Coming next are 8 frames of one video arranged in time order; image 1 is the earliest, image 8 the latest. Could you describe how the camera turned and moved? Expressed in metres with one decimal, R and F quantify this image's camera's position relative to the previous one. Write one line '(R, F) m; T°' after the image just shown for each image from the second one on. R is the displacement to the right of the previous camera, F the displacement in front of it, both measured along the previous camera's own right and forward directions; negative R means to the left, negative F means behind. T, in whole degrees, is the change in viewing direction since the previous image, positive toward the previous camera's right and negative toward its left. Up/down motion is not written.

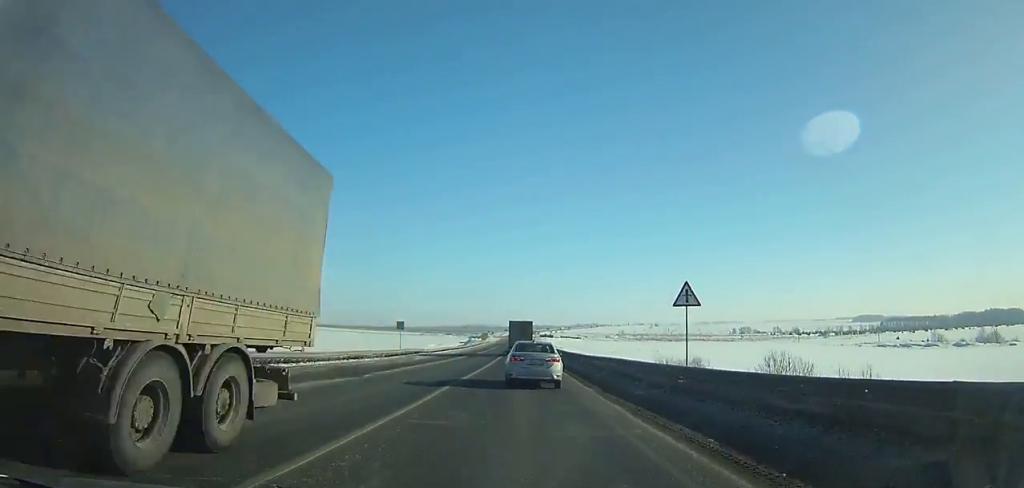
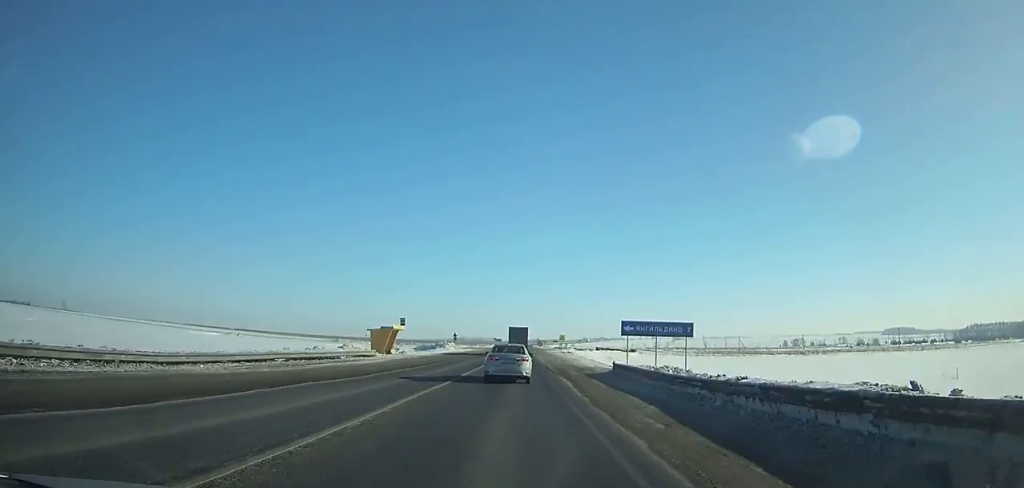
(+0.4, +177.7) m; 0°
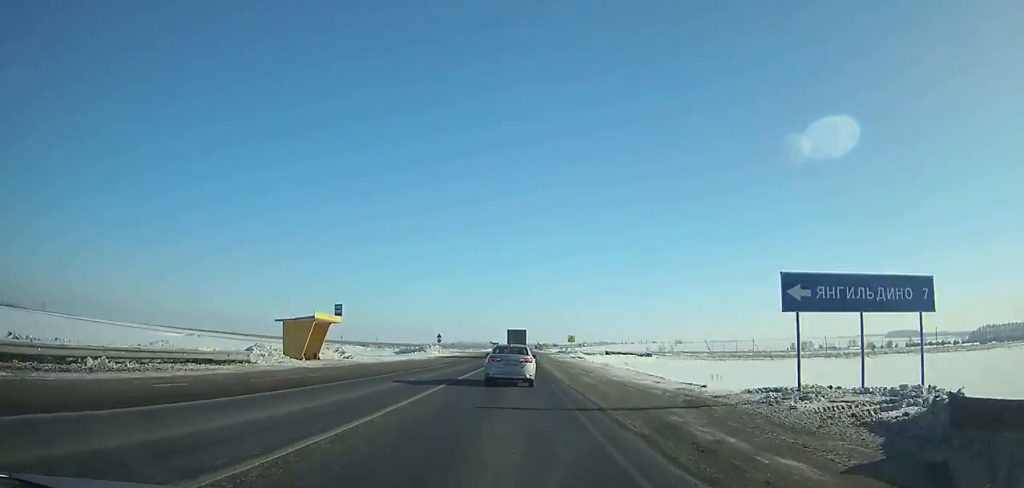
(0.0, +24.0) m; 0°
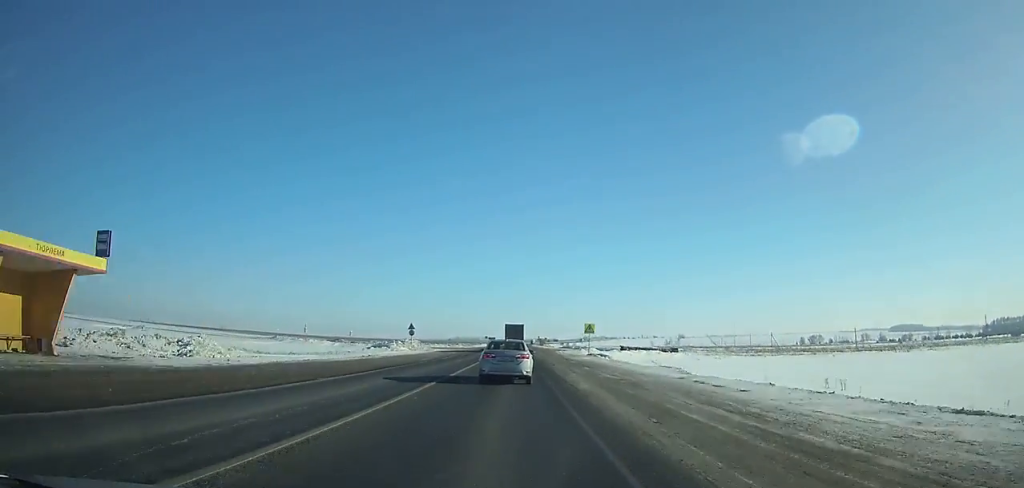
(0.0, +27.9) m; 0°
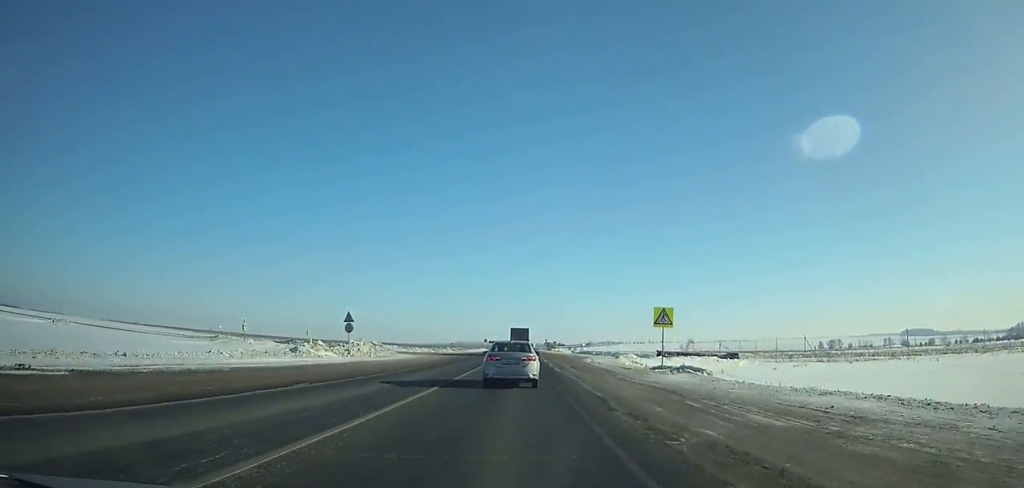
(-0.1, +33.6) m; 0°
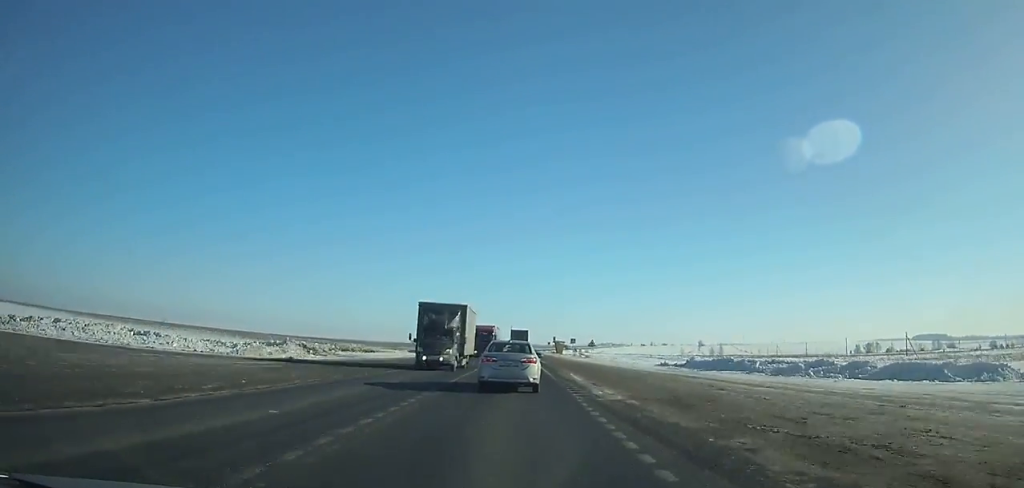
(+0.2, +84.0) m; 0°
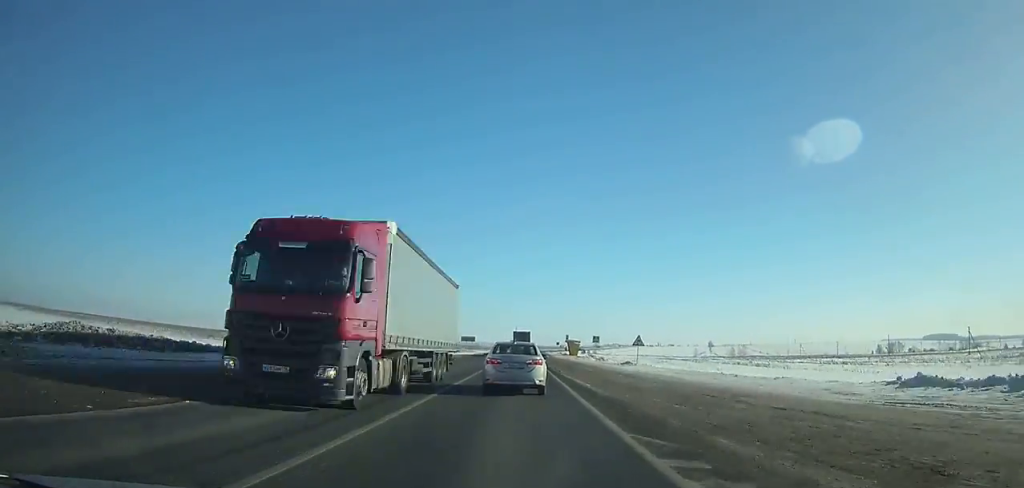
(0.0, +31.2) m; 0°
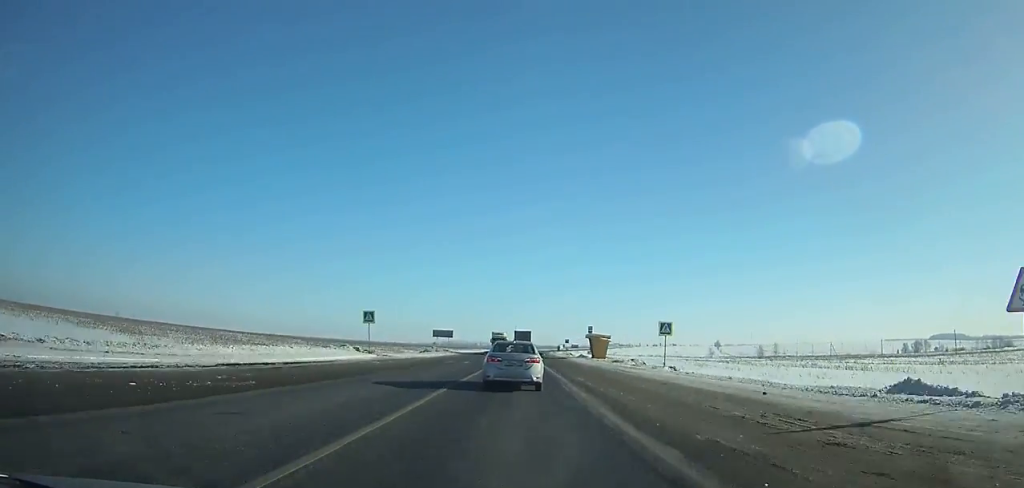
(-0.2, +45.0) m; 0°
